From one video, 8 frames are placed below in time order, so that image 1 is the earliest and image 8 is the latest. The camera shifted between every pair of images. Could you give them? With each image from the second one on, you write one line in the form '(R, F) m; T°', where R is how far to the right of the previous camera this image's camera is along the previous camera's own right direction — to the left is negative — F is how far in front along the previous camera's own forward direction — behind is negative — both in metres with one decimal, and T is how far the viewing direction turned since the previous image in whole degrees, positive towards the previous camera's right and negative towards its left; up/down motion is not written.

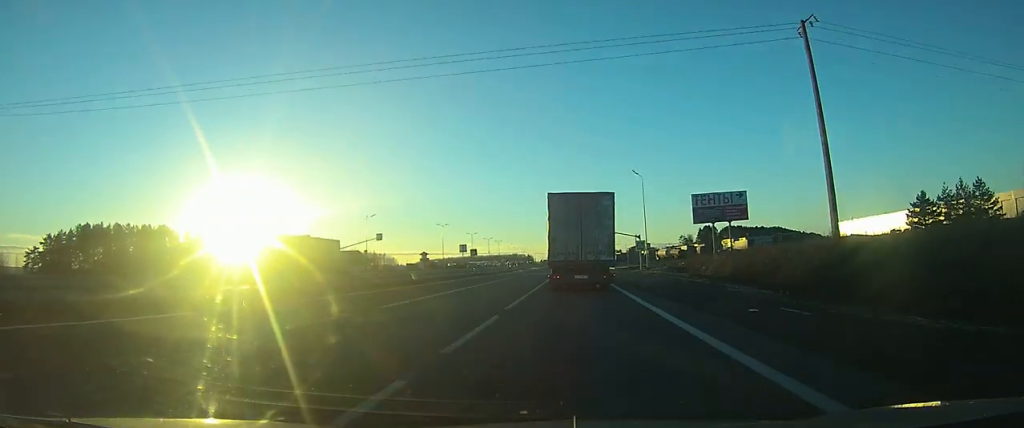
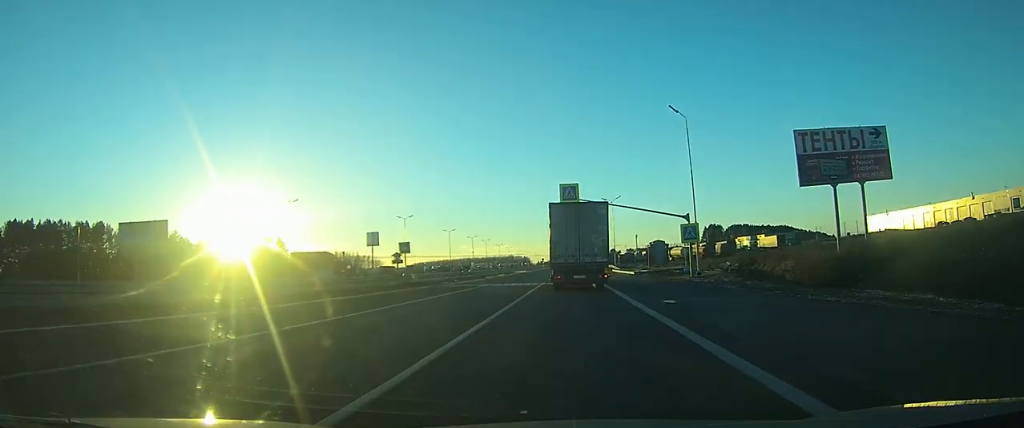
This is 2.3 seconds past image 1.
(-0.1, +29.7) m; 0°
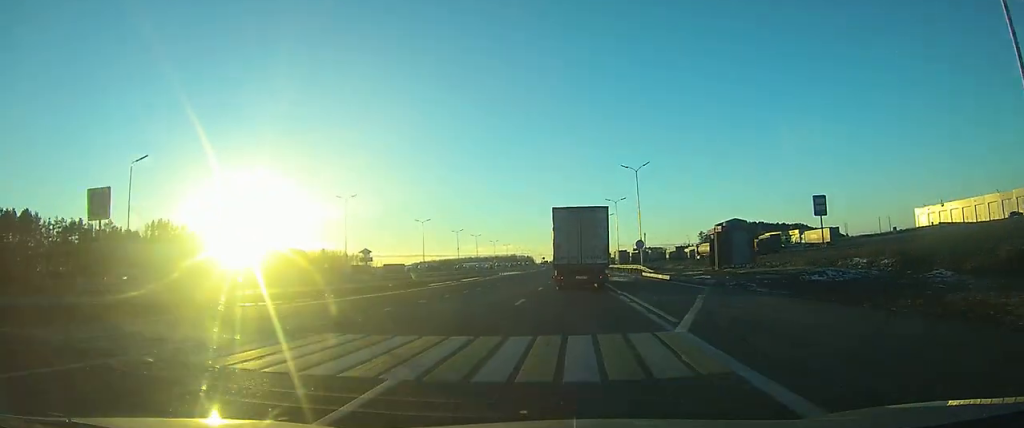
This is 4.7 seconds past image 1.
(-0.1, +31.3) m; 0°
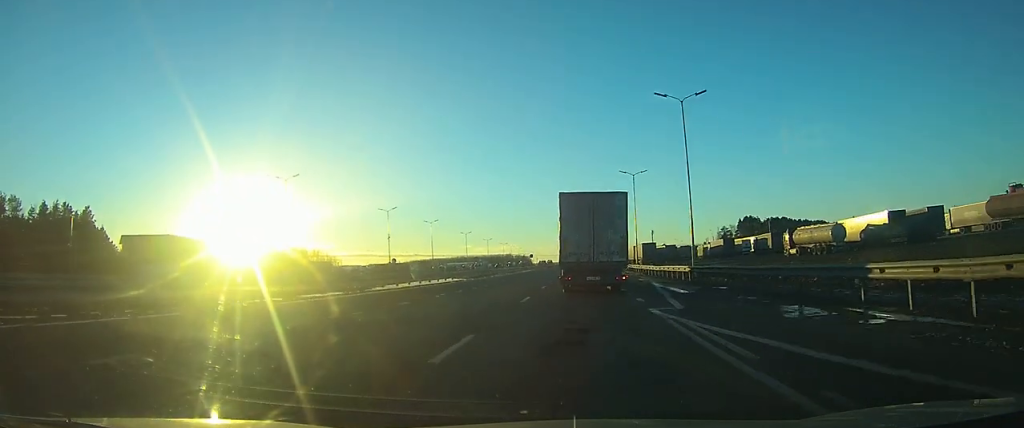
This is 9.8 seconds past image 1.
(-0.4, +58.9) m; 0°
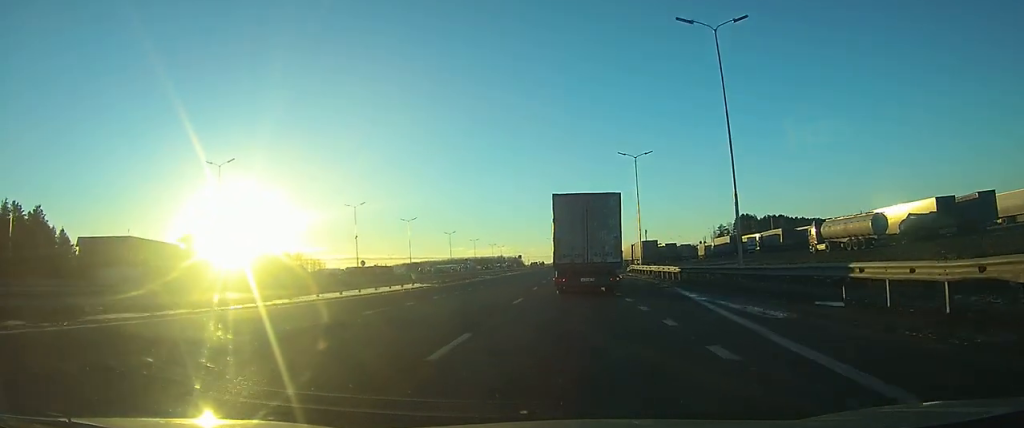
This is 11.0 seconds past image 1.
(+0.1, +11.1) m; +1°
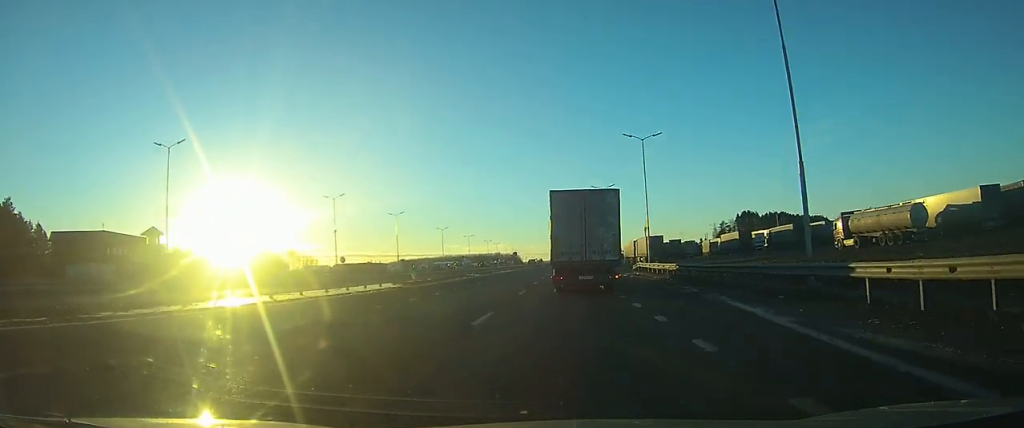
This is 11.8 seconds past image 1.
(0.0, +7.1) m; 0°
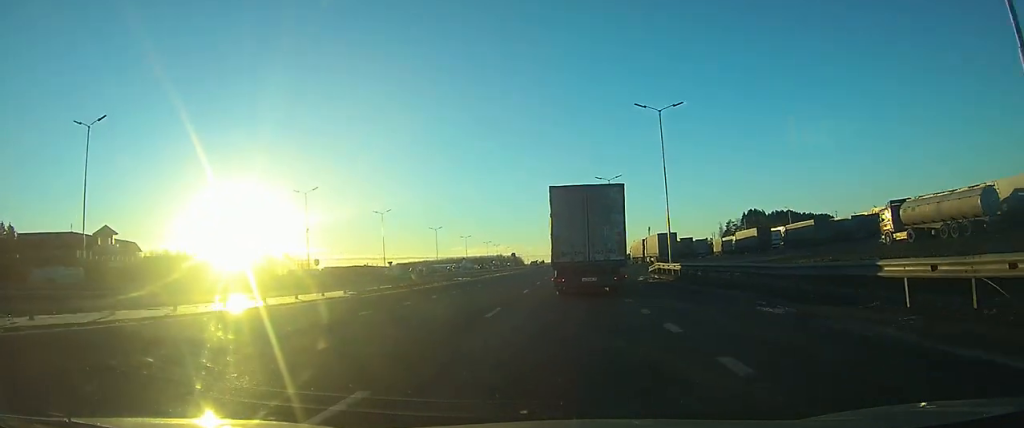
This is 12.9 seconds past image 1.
(0.0, +8.5) m; 0°
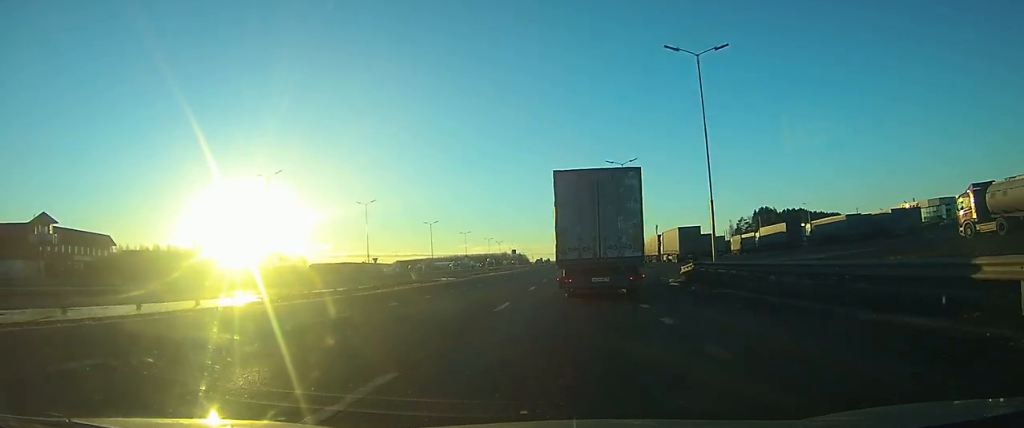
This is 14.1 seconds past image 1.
(0.0, +9.8) m; 0°
